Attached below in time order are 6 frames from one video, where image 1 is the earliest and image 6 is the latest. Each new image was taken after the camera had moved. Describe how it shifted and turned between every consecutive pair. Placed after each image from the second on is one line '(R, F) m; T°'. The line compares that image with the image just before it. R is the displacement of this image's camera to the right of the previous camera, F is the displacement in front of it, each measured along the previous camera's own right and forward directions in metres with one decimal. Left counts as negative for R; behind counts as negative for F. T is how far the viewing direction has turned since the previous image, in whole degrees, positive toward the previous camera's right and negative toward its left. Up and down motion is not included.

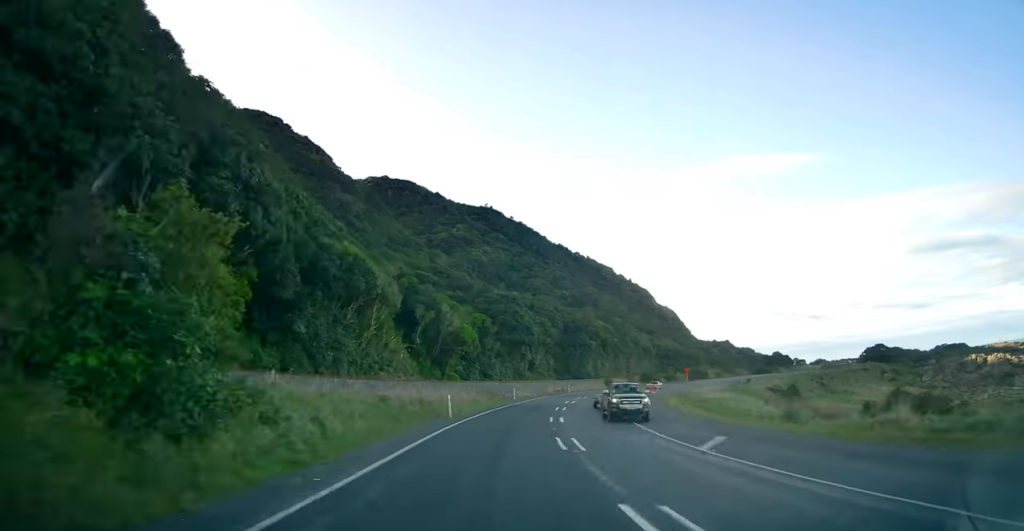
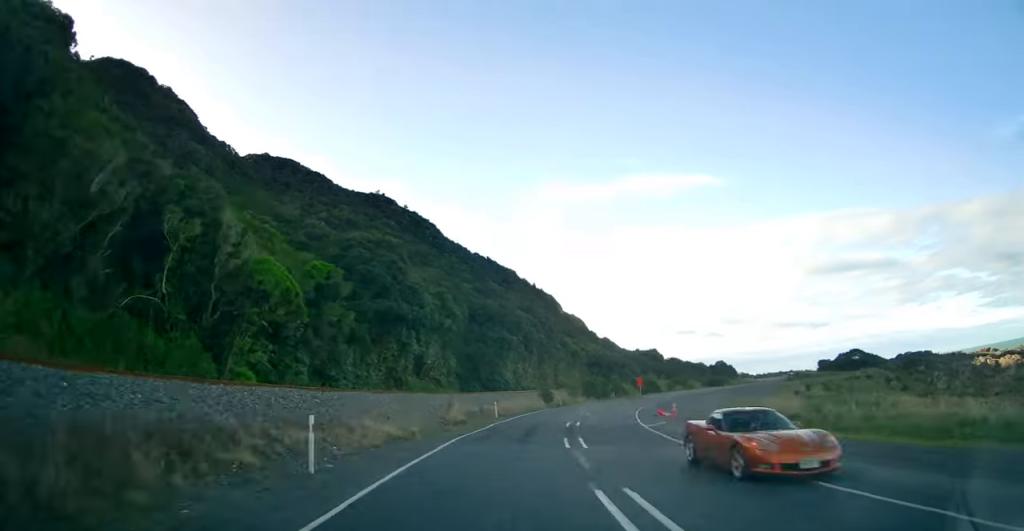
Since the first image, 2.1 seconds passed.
(+4.2, +37.2) m; +12°
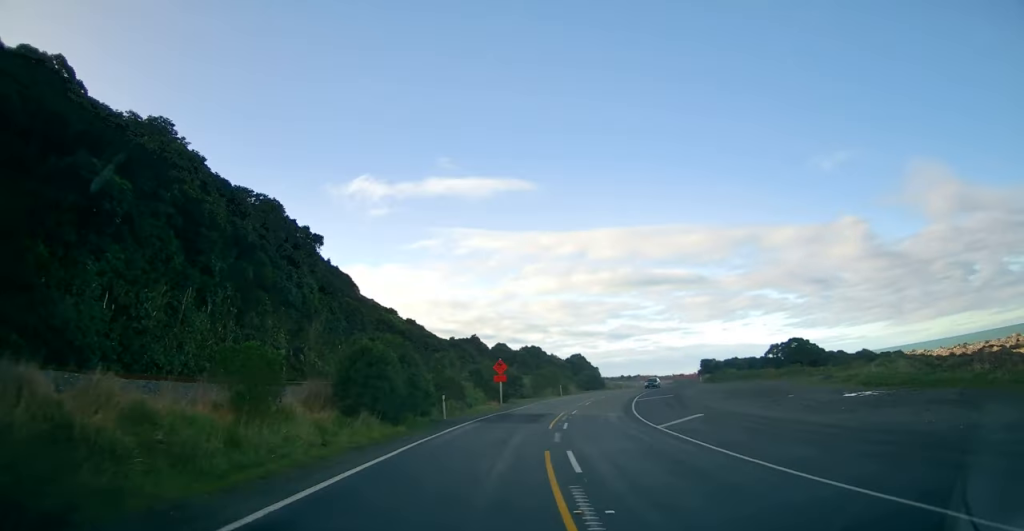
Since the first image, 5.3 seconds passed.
(+8.7, +49.9) m; +18°
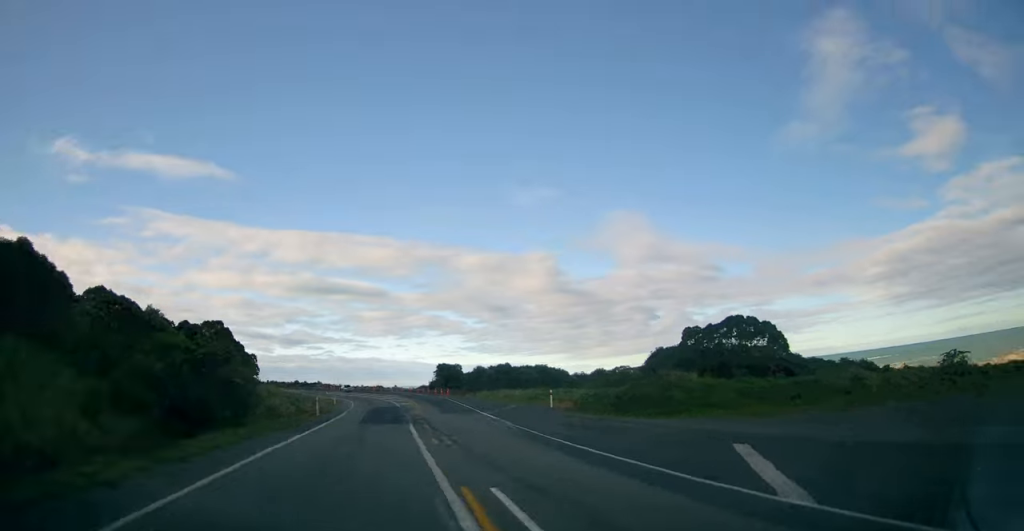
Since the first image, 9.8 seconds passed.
(+10.8, +45.2) m; +59°
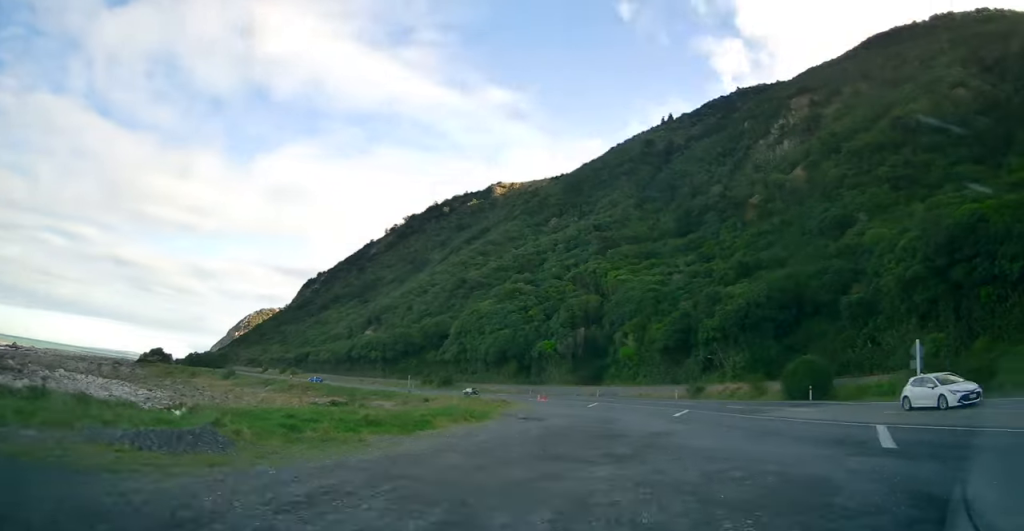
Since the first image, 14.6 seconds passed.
(+14.4, +2.9) m; +124°
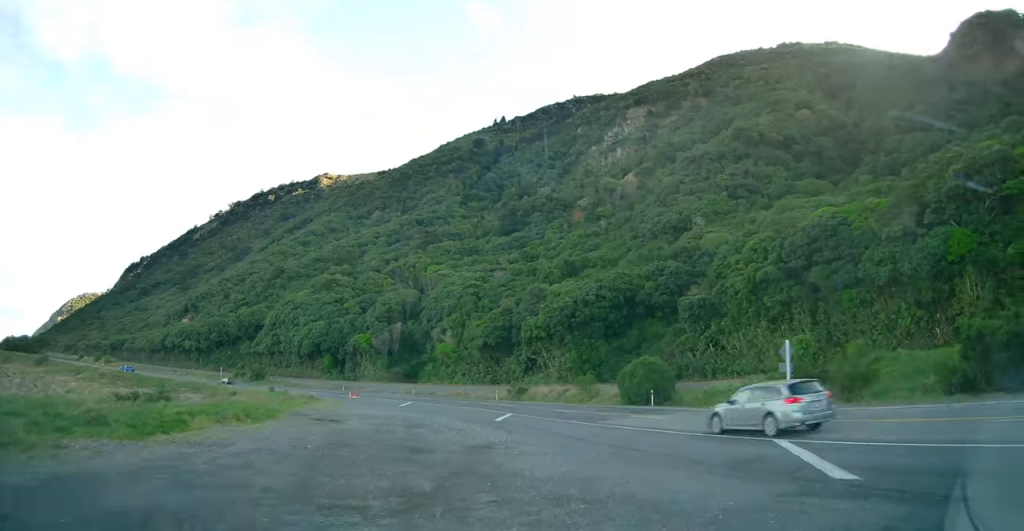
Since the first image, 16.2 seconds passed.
(+1.2, +6.4) m; +9°
